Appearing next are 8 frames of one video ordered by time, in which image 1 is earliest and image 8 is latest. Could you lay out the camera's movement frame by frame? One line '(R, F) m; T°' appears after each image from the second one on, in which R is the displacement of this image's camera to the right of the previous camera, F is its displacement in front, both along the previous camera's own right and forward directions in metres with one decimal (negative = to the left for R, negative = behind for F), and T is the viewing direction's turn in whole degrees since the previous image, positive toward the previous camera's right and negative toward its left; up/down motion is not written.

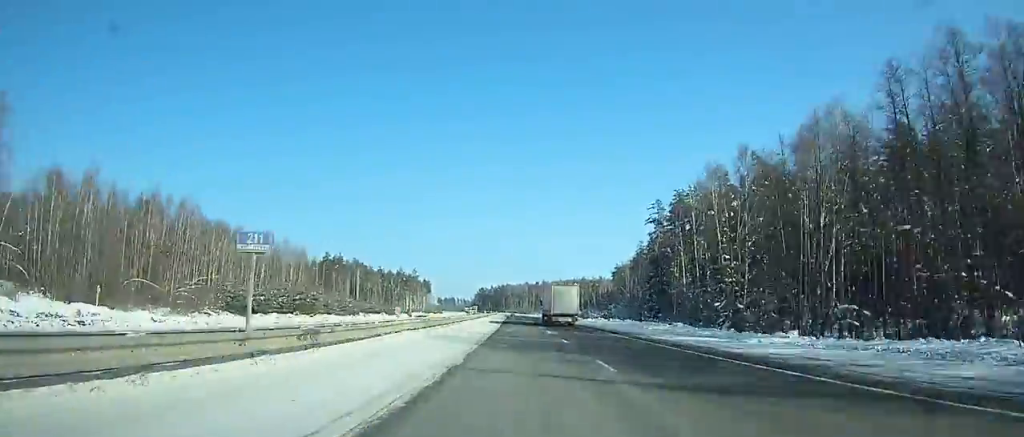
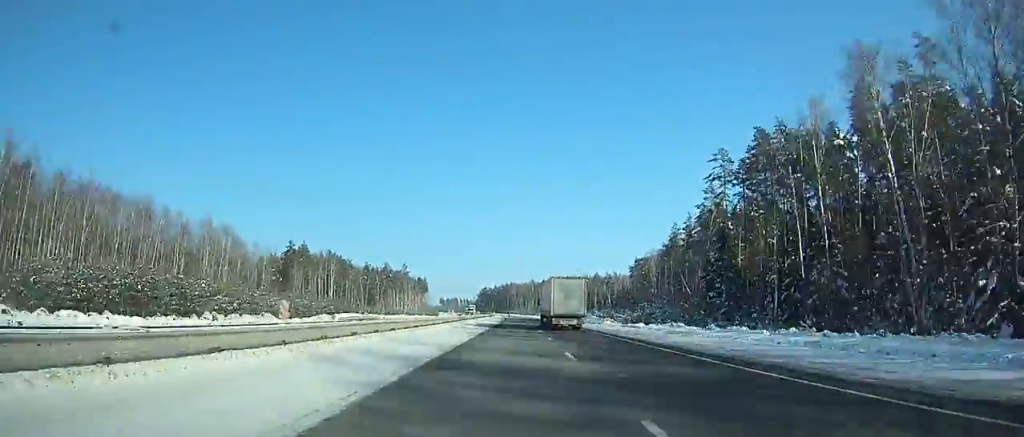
(-0.5, +45.5) m; -1°
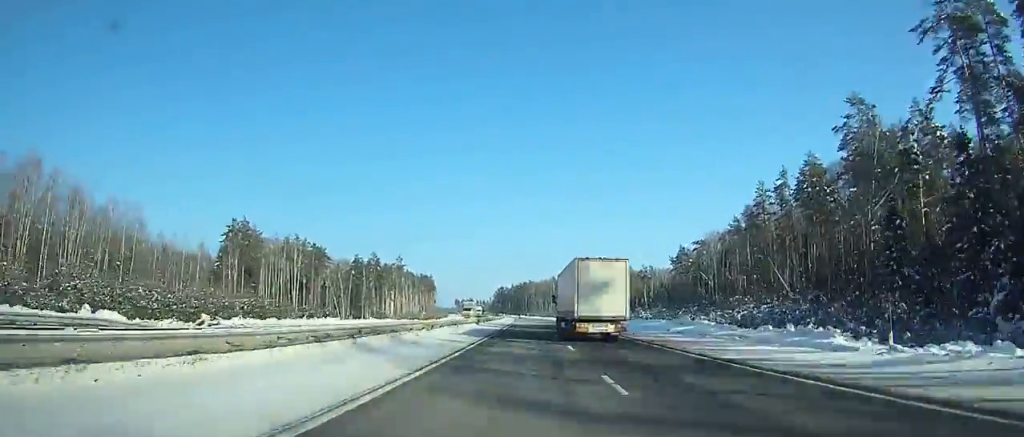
(-0.2, +54.8) m; -1°
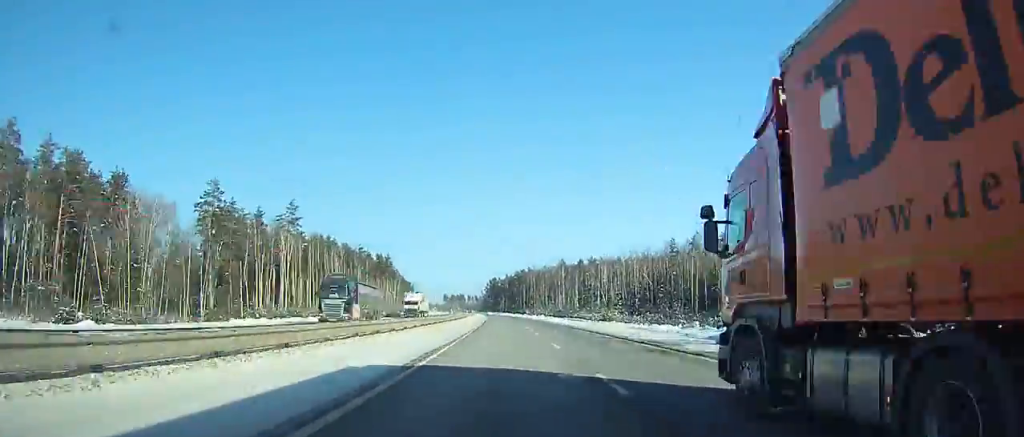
(-1.3, +119.5) m; -1°
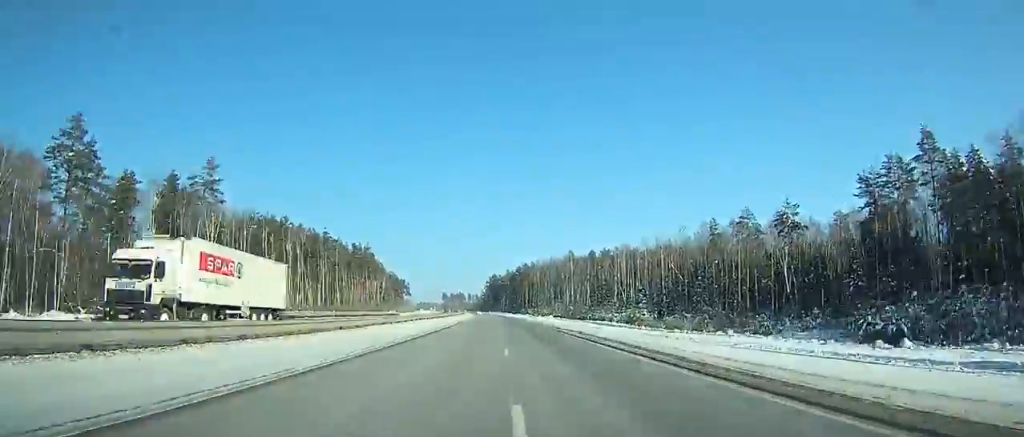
(+0.4, +39.8) m; -1°
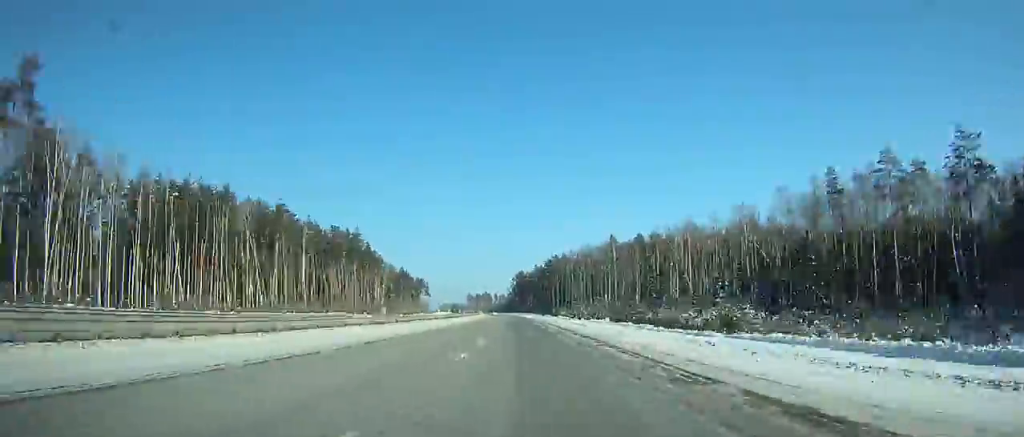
(-0.6, +48.7) m; -1°
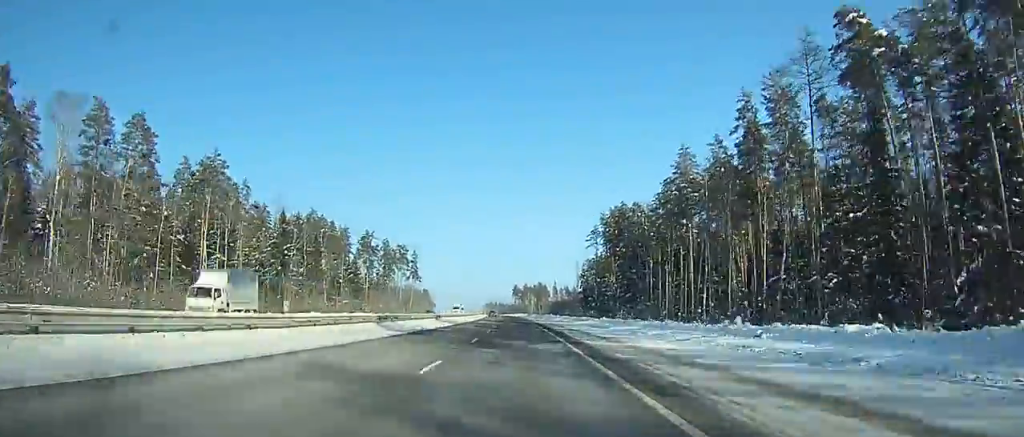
(-15.7, +269.8) m; -6°
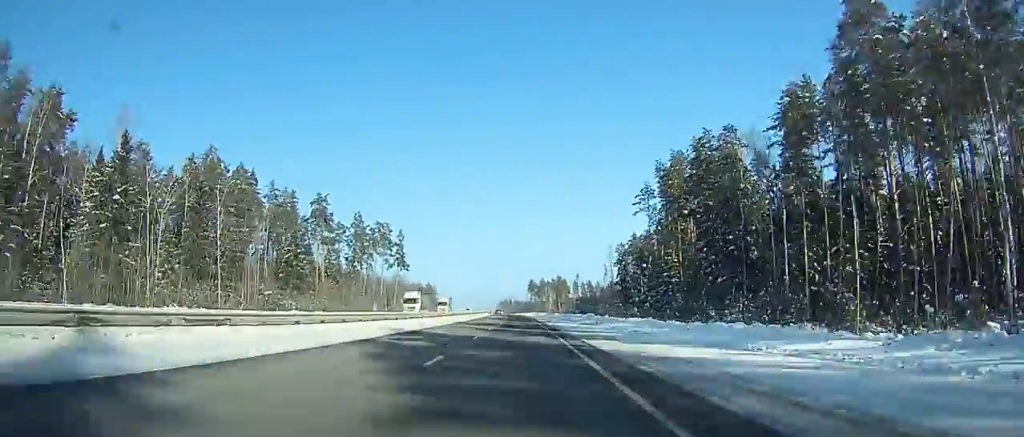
(-0.4, +57.9) m; -1°
